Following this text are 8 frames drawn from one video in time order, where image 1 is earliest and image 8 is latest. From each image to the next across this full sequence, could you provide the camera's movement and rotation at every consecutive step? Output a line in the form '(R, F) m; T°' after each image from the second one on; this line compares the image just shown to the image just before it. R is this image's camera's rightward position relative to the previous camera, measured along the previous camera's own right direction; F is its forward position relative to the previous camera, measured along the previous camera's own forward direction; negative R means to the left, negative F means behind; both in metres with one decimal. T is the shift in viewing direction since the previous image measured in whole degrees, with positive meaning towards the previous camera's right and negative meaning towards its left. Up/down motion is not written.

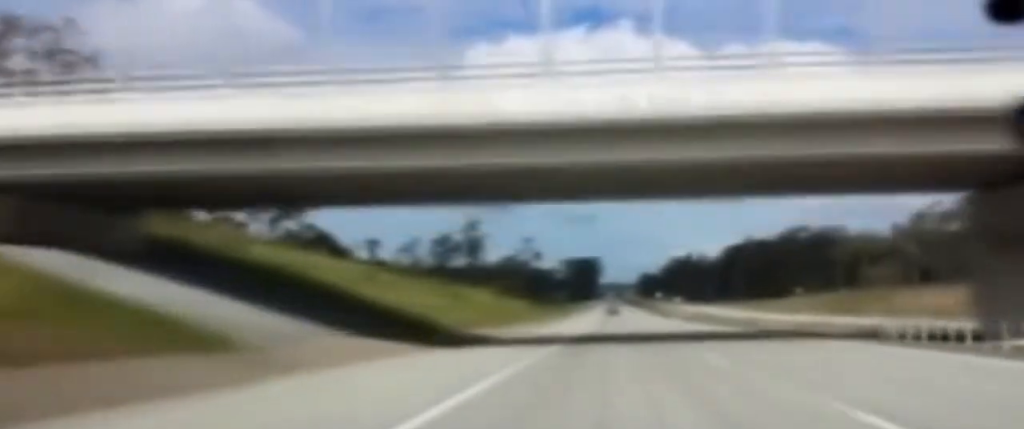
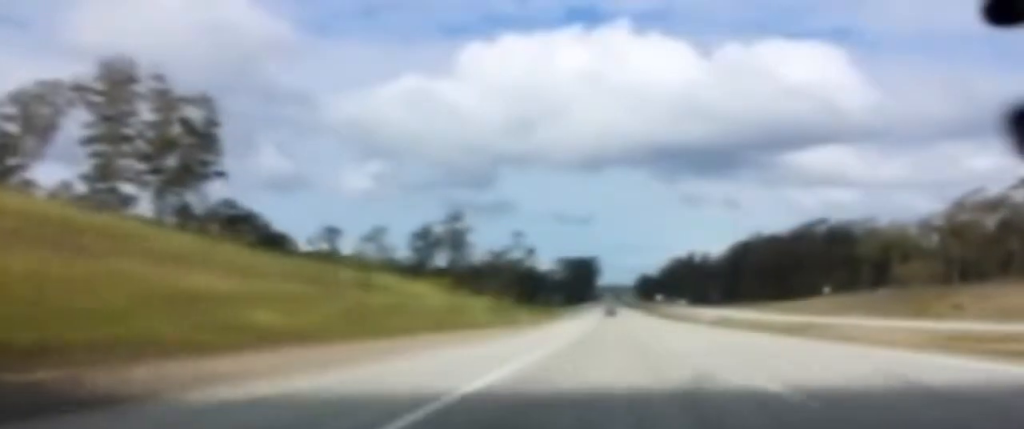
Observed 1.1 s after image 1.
(0.0, +33.5) m; 0°
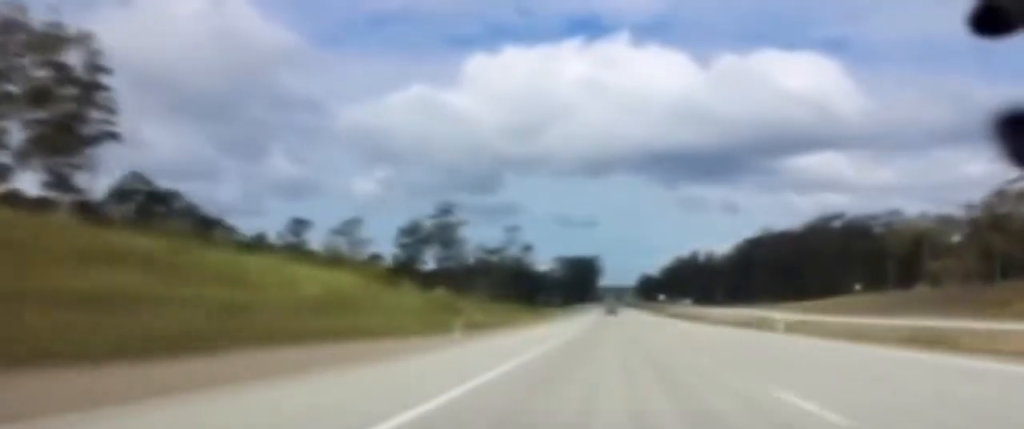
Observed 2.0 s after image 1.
(-0.1, +27.4) m; 0°
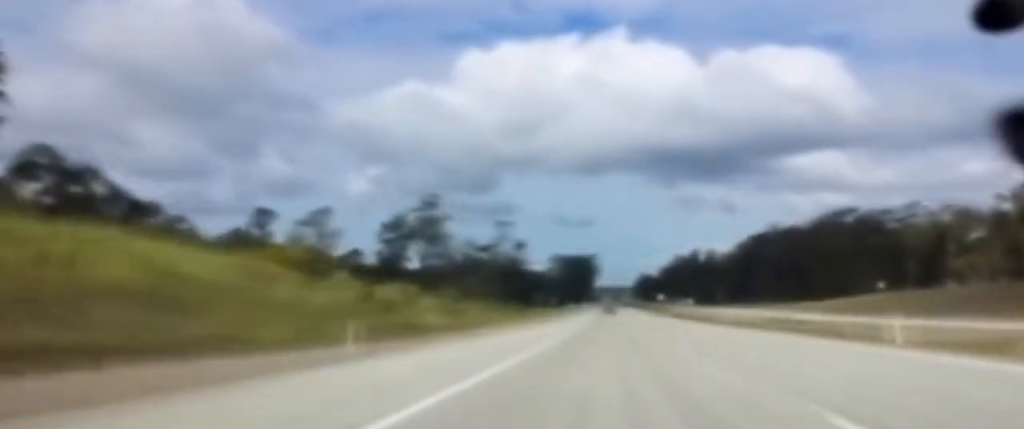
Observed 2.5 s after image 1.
(-0.1, +15.3) m; 0°
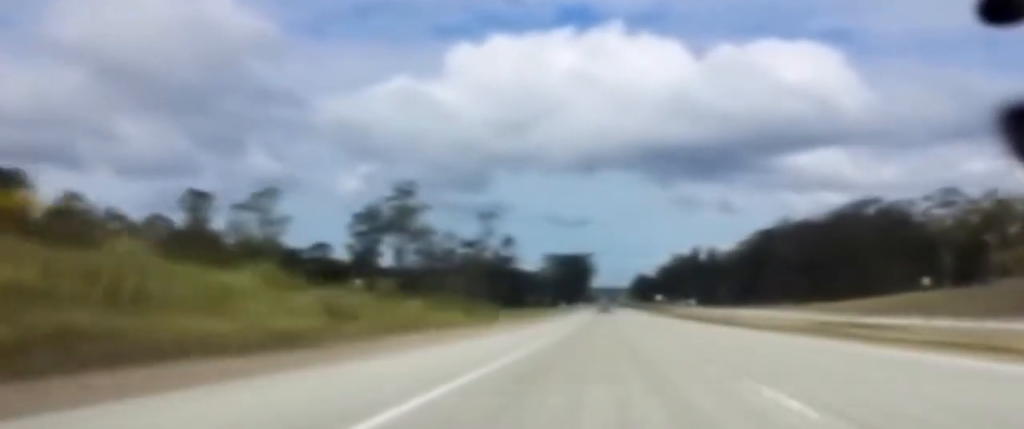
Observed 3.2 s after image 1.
(+0.4, +22.4) m; 0°
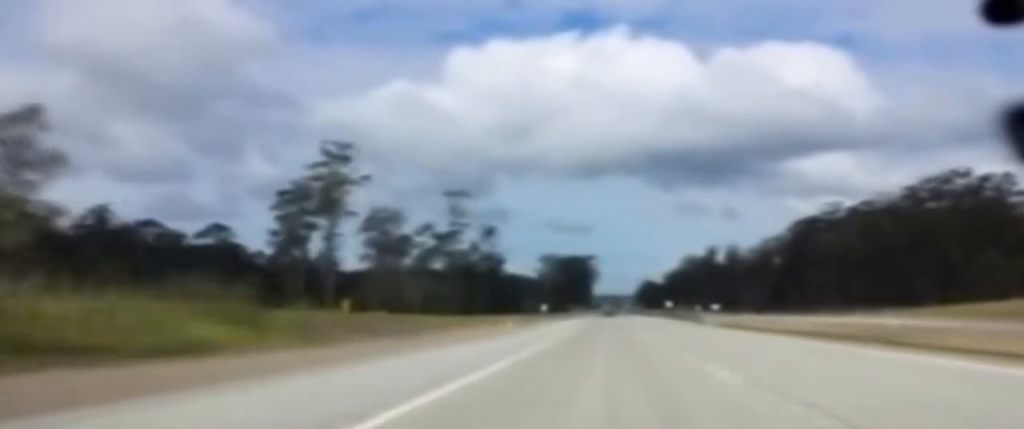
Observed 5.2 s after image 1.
(-0.7, +58.9) m; 0°
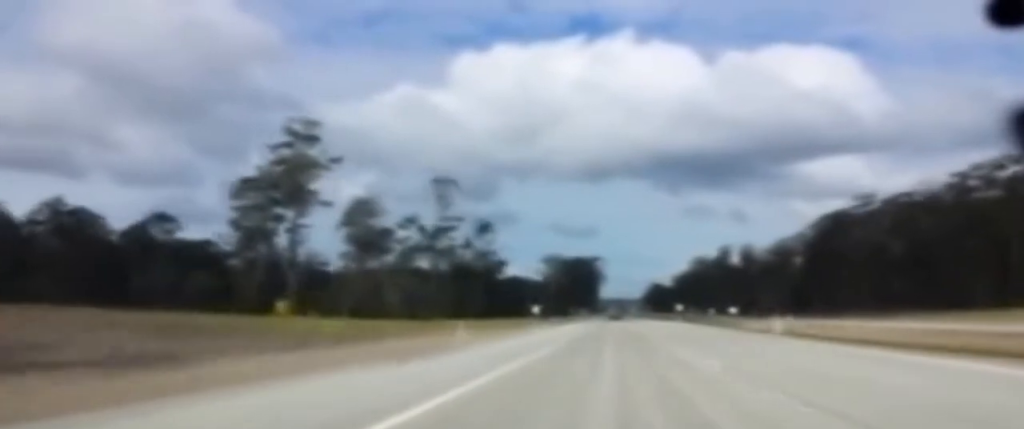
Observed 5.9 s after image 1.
(+0.1, +22.3) m; -1°
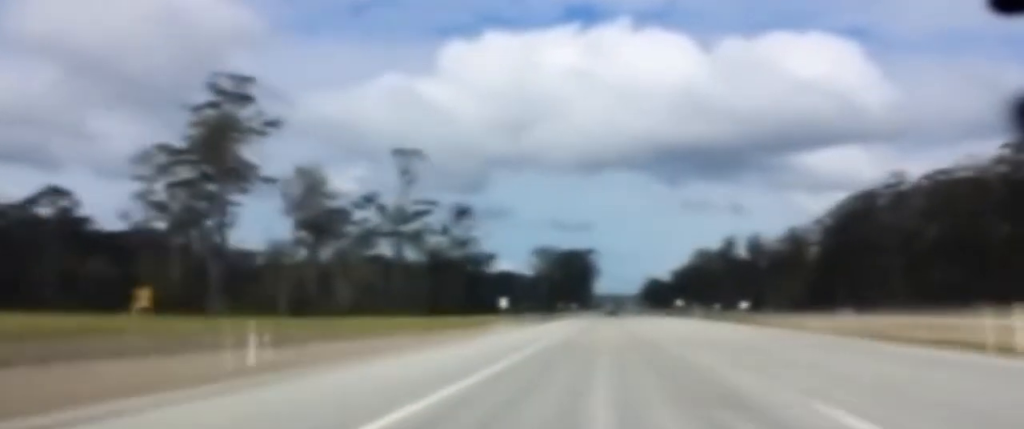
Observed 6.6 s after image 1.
(-0.1, +22.4) m; -1°
